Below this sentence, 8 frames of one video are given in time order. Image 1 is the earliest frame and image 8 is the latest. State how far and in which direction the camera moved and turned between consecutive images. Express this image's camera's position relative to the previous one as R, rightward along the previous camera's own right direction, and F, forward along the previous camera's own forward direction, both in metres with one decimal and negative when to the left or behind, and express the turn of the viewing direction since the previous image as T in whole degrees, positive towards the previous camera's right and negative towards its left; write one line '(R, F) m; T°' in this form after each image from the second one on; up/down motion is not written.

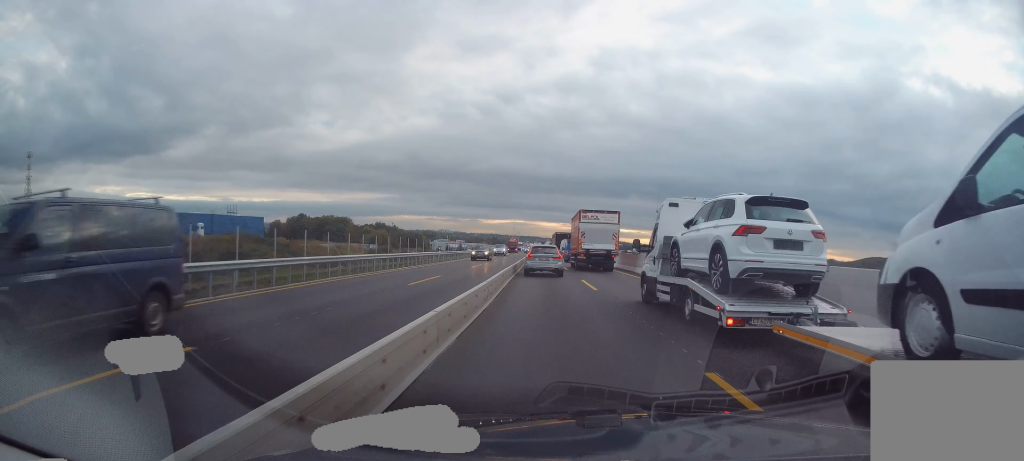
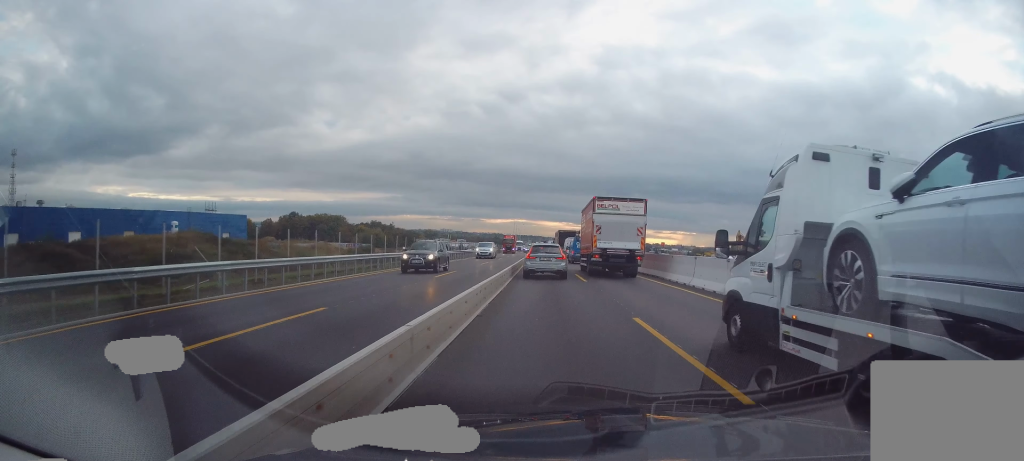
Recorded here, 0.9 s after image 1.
(-0.1, +13.5) m; -1°
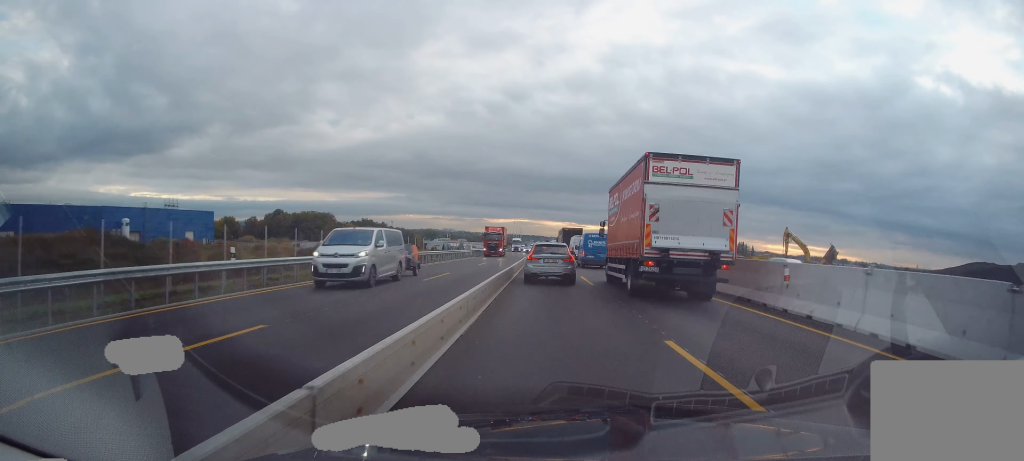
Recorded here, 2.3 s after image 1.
(-0.1, +20.5) m; +1°
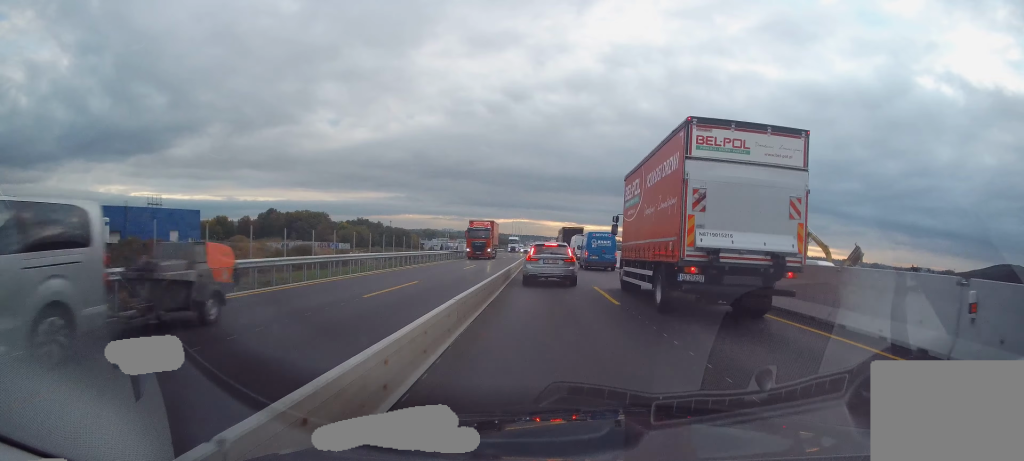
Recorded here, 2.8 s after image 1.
(+0.1, +6.8) m; +1°
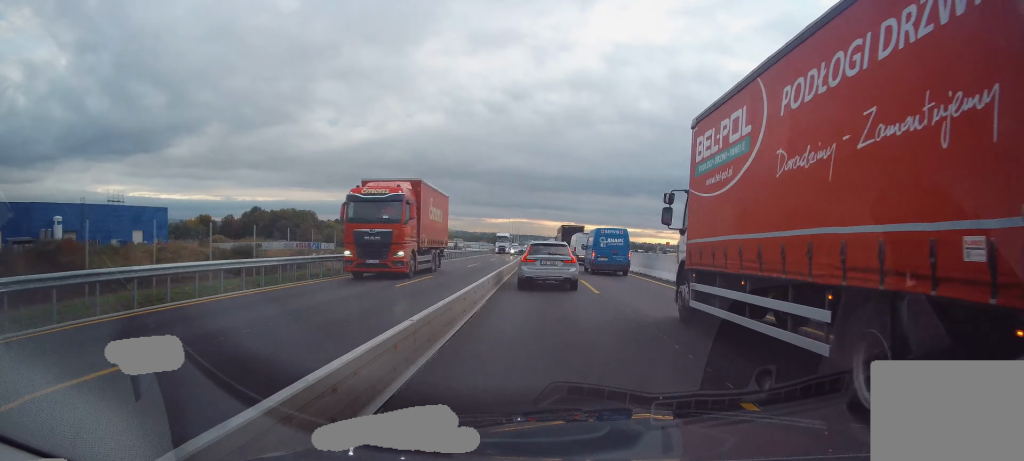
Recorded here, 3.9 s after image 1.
(0.0, +14.8) m; 0°
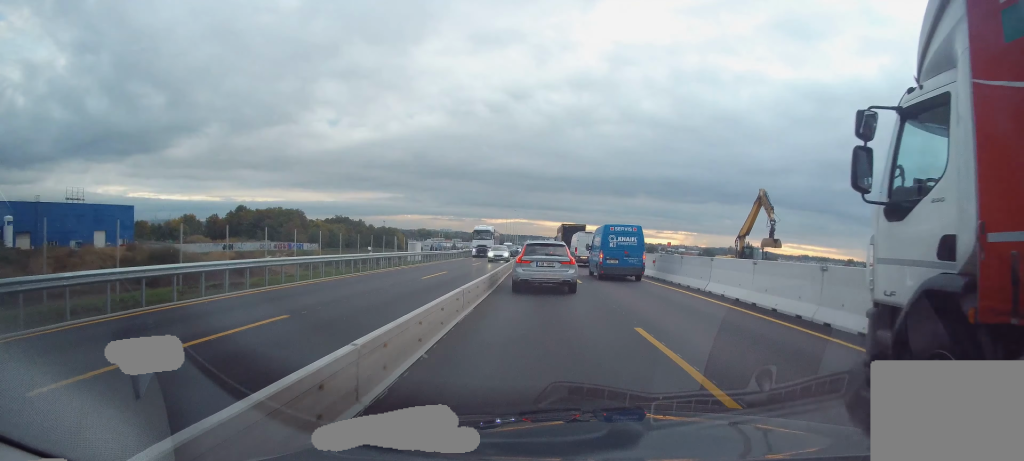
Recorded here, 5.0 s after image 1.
(0.0, +13.3) m; -1°
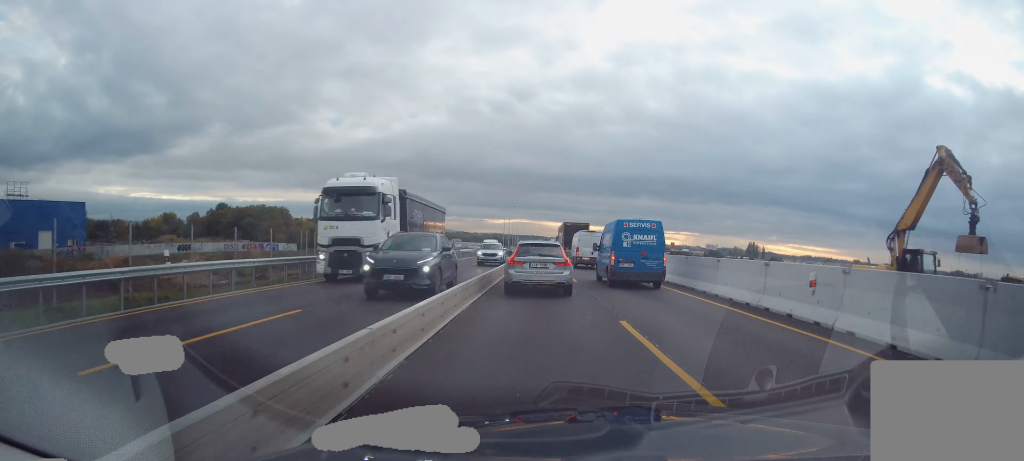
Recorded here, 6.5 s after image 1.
(-0.6, +17.5) m; -2°
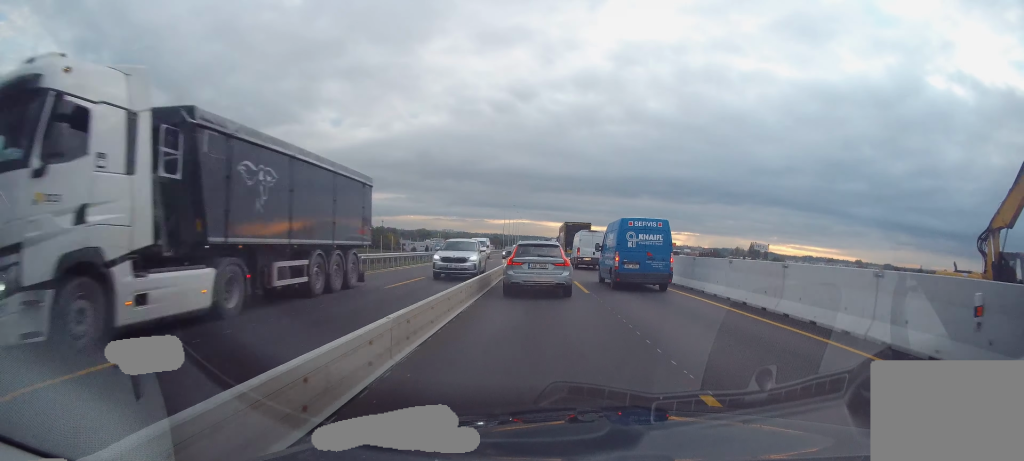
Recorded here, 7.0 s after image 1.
(0.0, +5.3) m; +1°
